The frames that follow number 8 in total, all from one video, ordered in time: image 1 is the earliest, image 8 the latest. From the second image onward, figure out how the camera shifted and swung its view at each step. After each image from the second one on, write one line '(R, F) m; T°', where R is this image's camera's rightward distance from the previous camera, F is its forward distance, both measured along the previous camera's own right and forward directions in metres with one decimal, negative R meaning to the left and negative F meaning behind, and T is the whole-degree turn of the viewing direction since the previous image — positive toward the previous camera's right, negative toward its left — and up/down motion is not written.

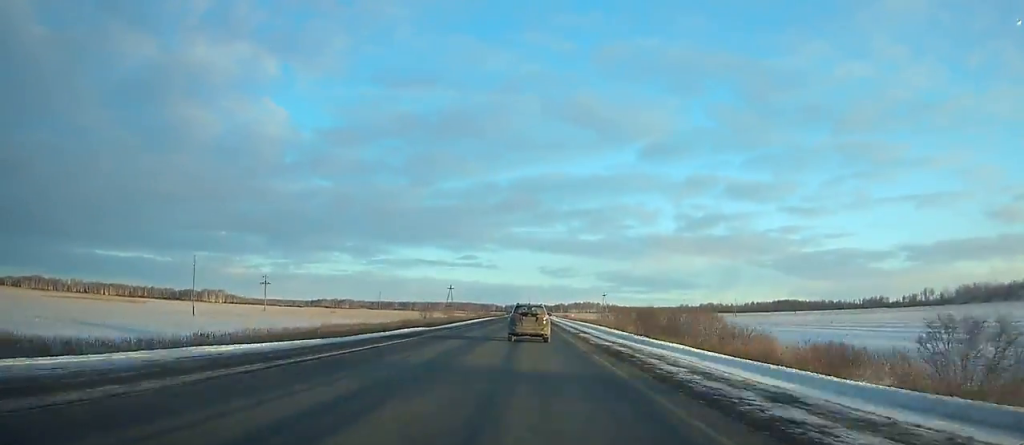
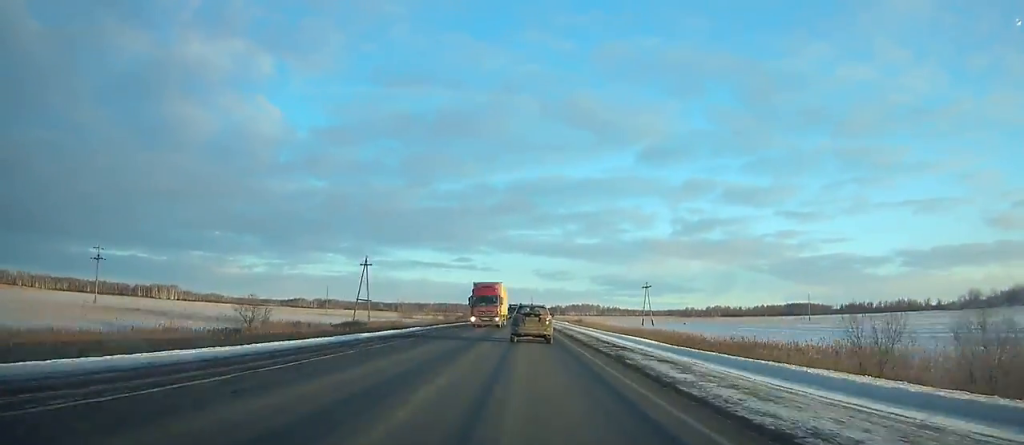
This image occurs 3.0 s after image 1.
(+0.2, +90.0) m; 0°
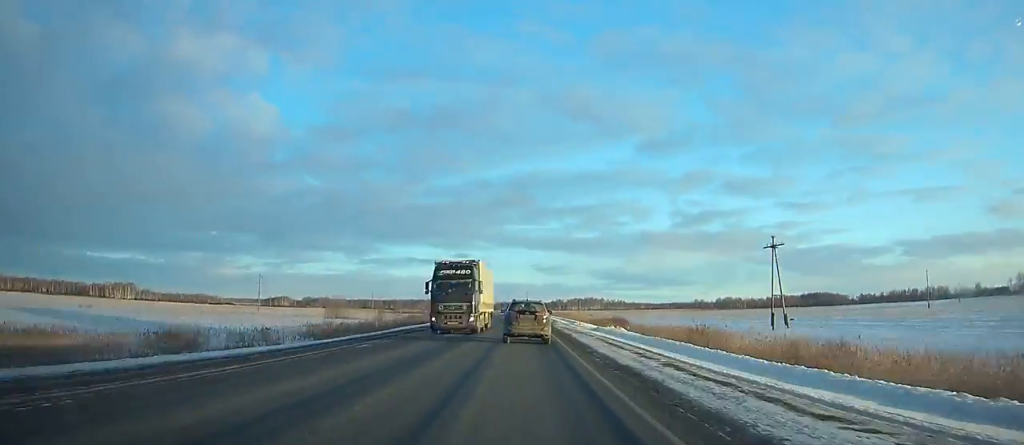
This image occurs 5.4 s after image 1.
(+0.2, +72.1) m; 0°
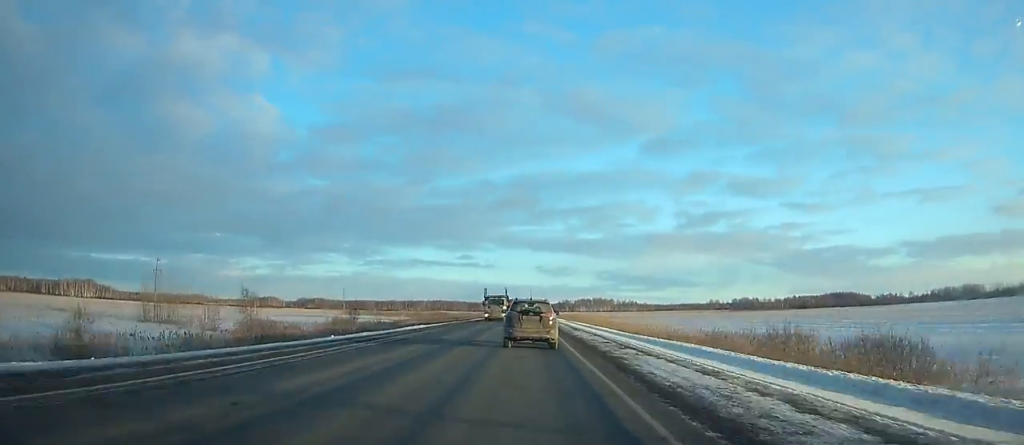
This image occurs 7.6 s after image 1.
(+0.1, +65.8) m; 0°
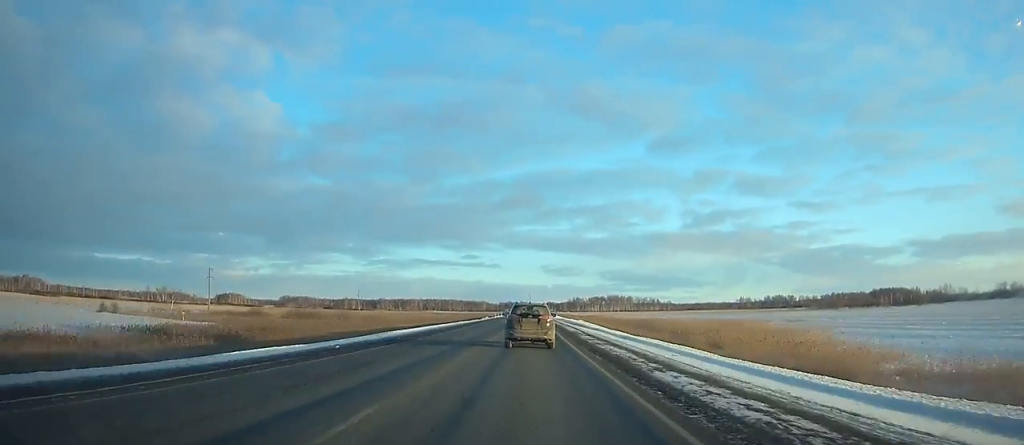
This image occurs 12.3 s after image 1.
(-0.4, +138.7) m; 0°
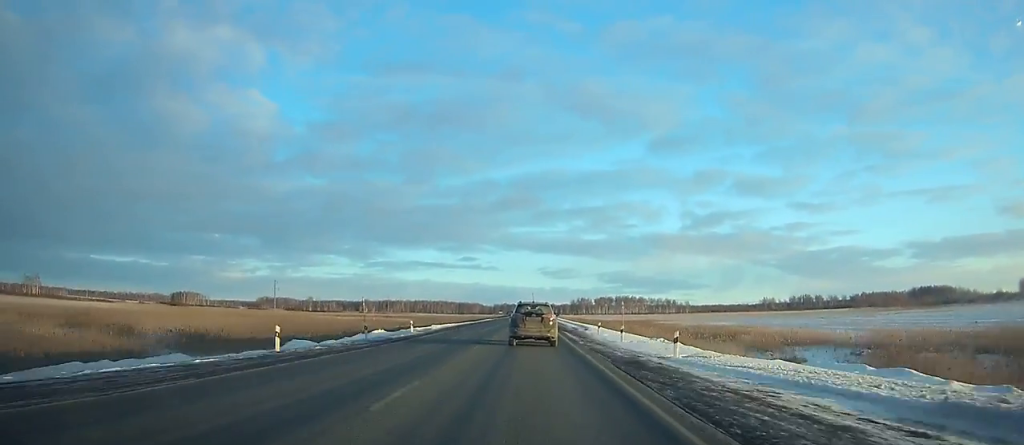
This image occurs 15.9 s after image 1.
(0.0, +105.9) m; 0°
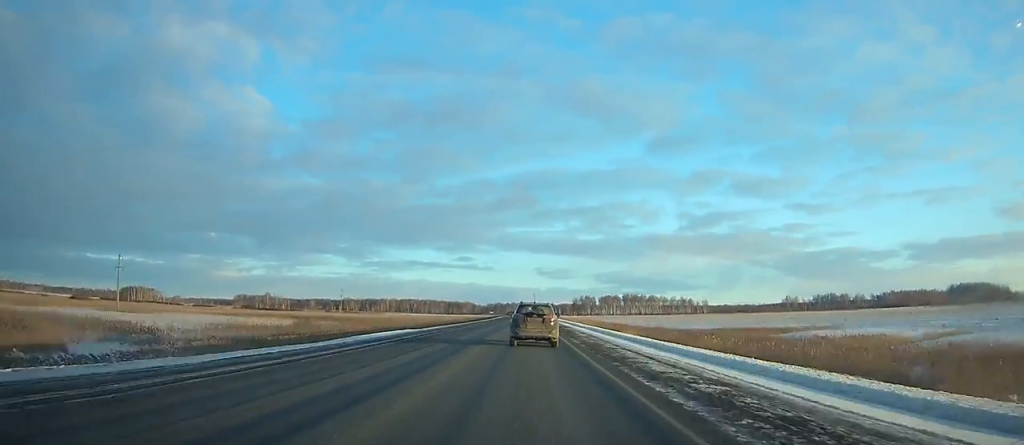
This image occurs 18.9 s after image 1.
(+0.1, +88.9) m; 0°
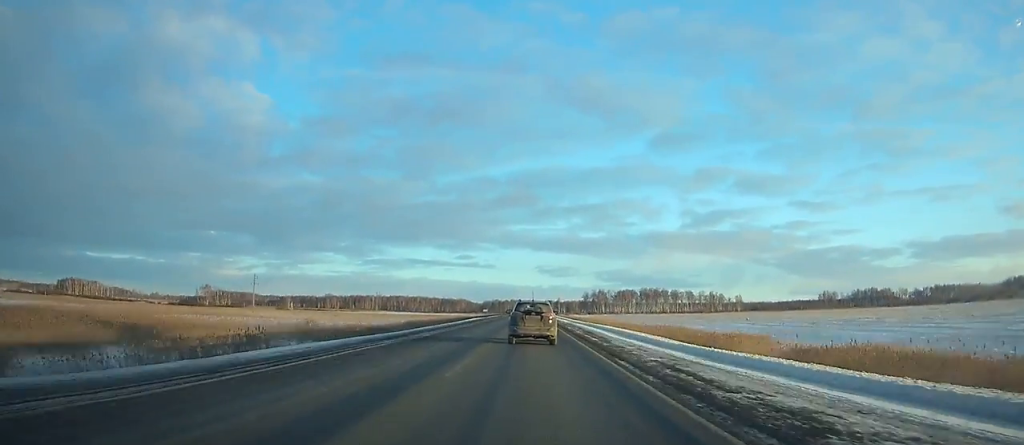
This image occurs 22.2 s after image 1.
(0.0, +98.9) m; 0°
